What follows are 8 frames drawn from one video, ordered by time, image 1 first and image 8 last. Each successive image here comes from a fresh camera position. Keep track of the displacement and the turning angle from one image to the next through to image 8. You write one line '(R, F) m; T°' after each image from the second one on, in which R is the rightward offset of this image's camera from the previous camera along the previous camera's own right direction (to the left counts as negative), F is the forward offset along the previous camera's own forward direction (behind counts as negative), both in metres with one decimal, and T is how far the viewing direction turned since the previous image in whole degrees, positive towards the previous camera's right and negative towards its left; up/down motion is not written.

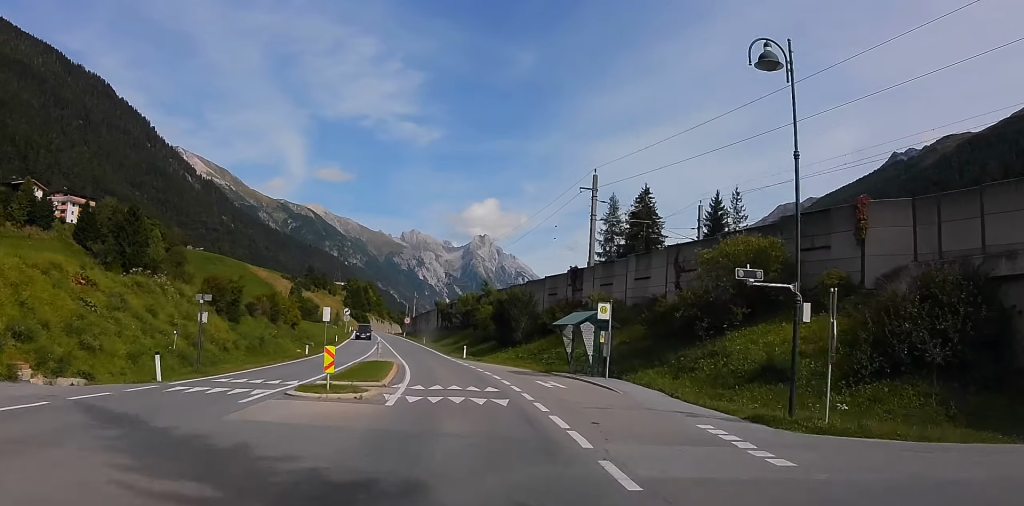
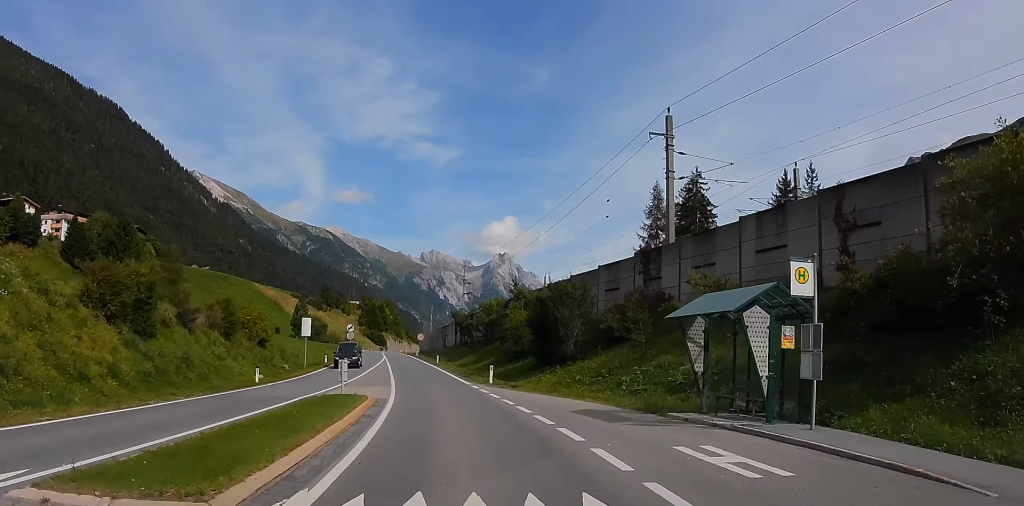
(-0.5, +16.0) m; -2°
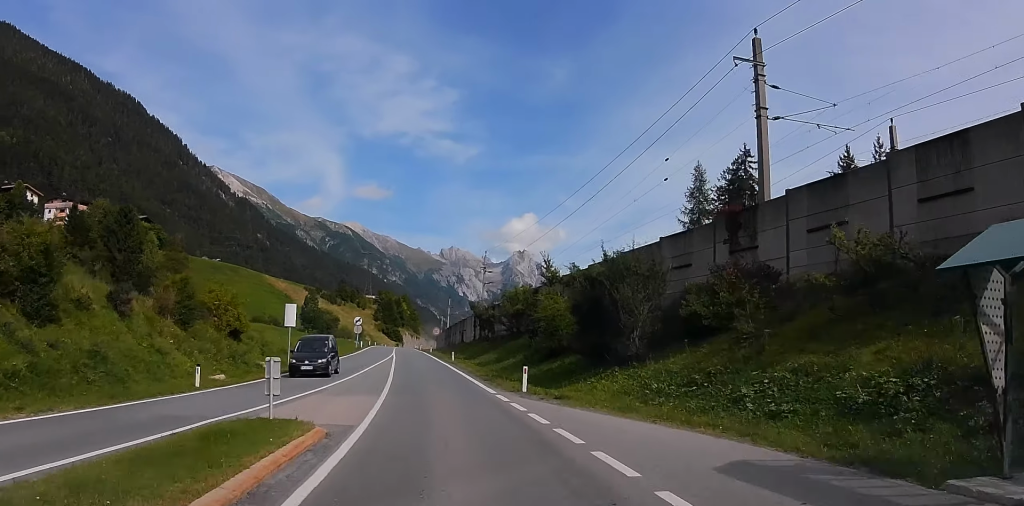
(-0.1, +9.6) m; 0°
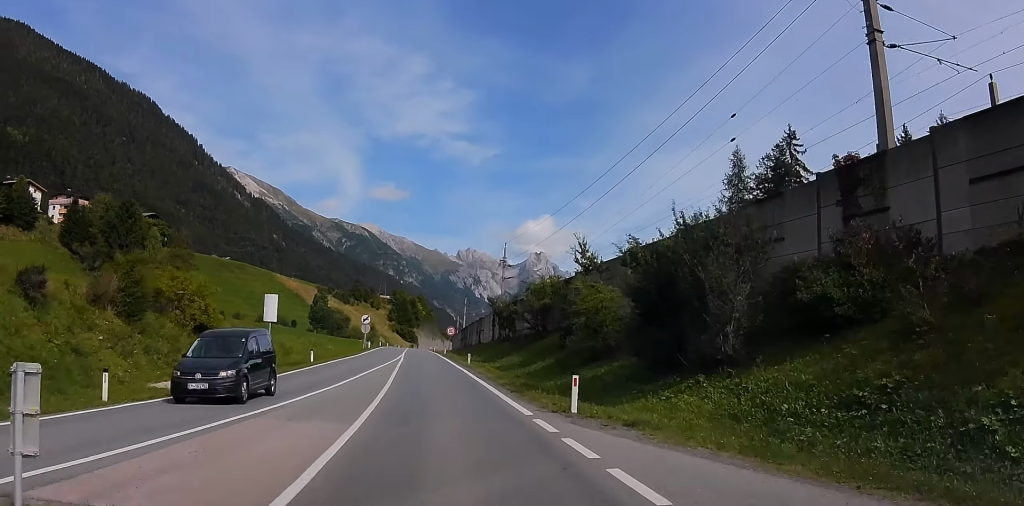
(-0.1, +7.5) m; +1°
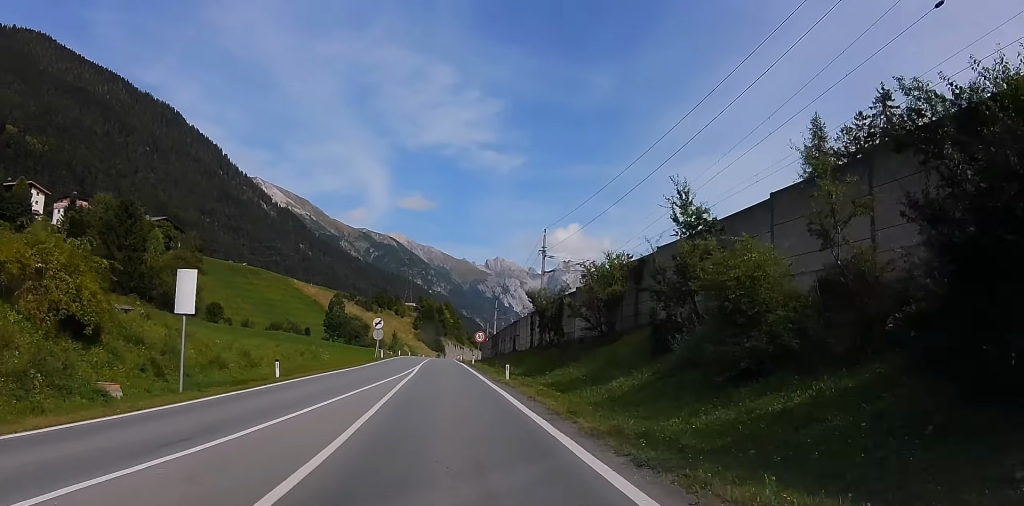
(+0.4, +13.4) m; -1°
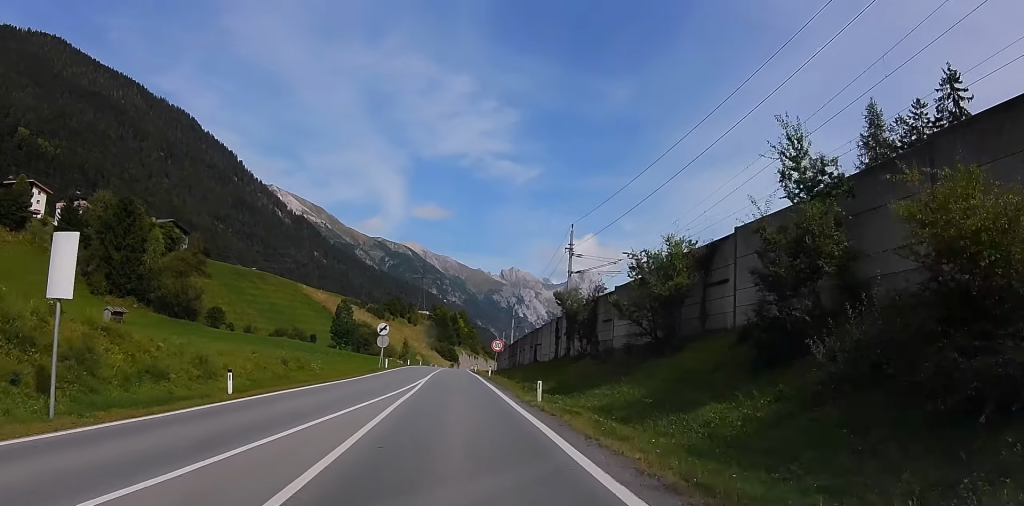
(0.0, +7.6) m; -1°
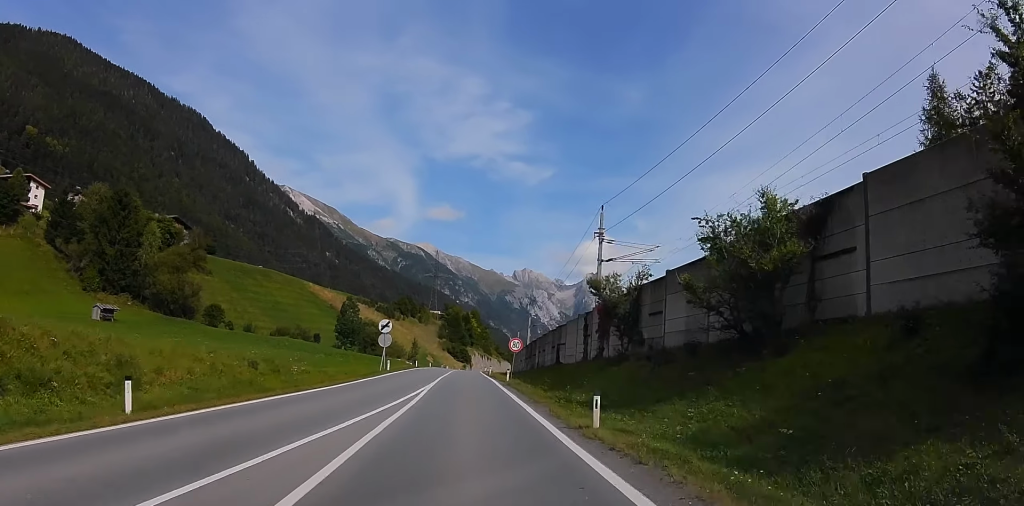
(-0.4, +7.7) m; -2°
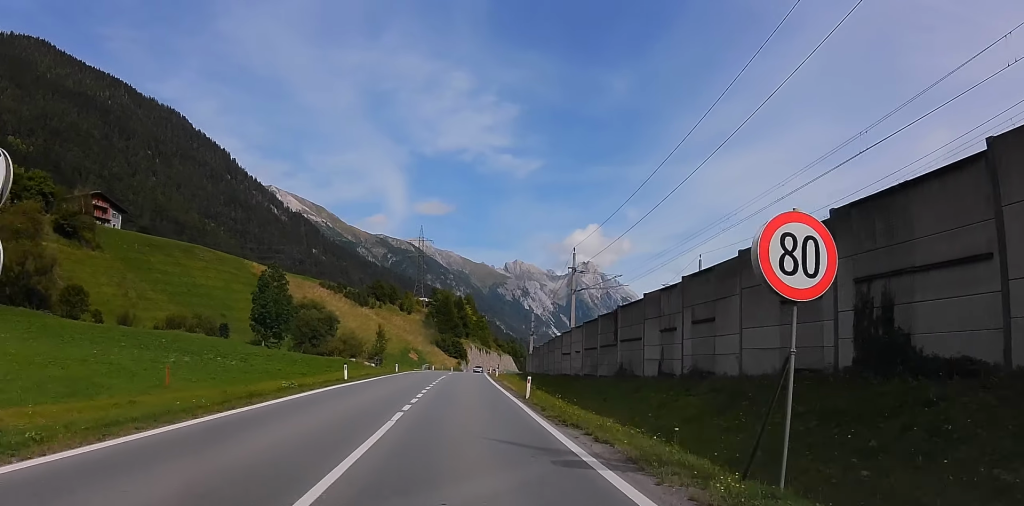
(-1.8, +46.5) m; -2°
